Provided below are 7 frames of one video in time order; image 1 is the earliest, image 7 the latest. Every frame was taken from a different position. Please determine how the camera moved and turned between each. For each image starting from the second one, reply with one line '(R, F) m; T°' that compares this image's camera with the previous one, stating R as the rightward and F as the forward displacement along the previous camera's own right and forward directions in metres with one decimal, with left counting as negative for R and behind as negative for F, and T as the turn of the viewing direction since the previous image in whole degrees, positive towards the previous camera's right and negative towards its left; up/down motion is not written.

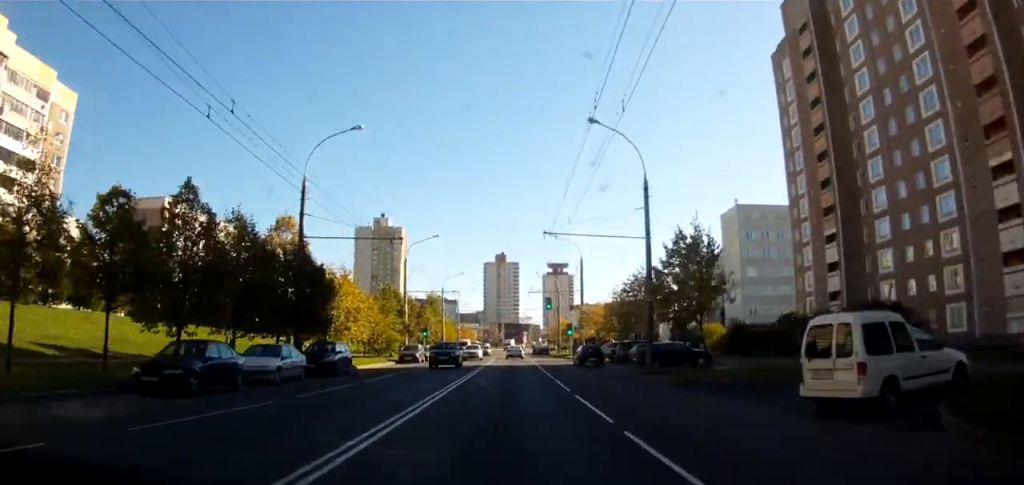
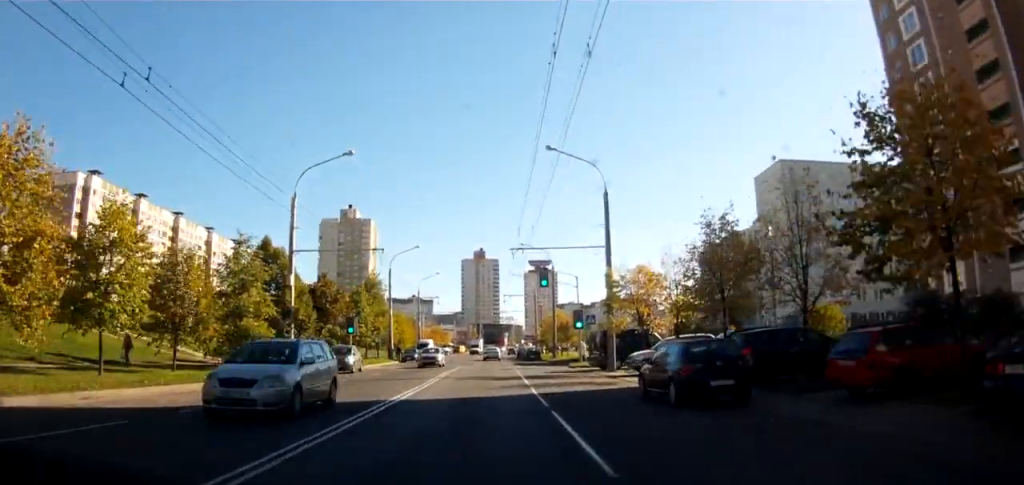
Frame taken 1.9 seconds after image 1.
(-0.5, +28.6) m; -2°
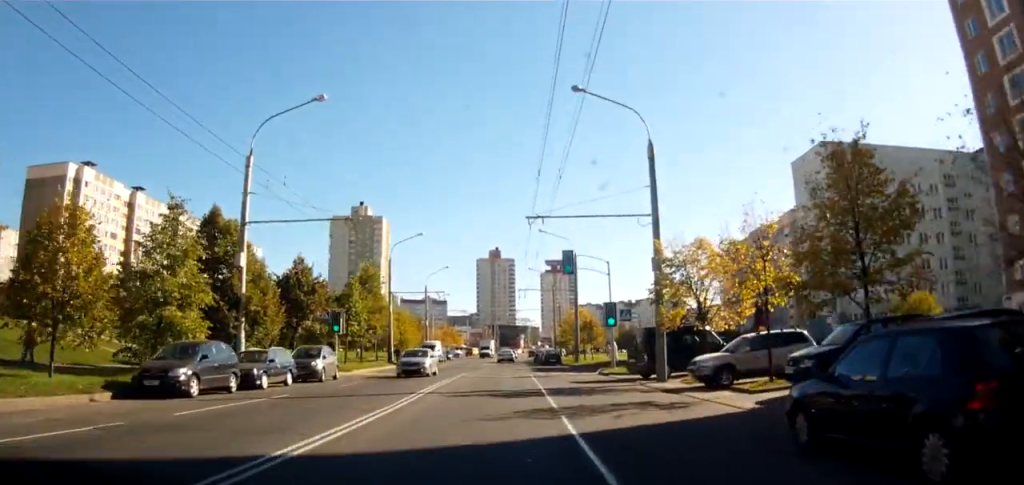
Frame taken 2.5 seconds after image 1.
(0.0, +8.4) m; 0°
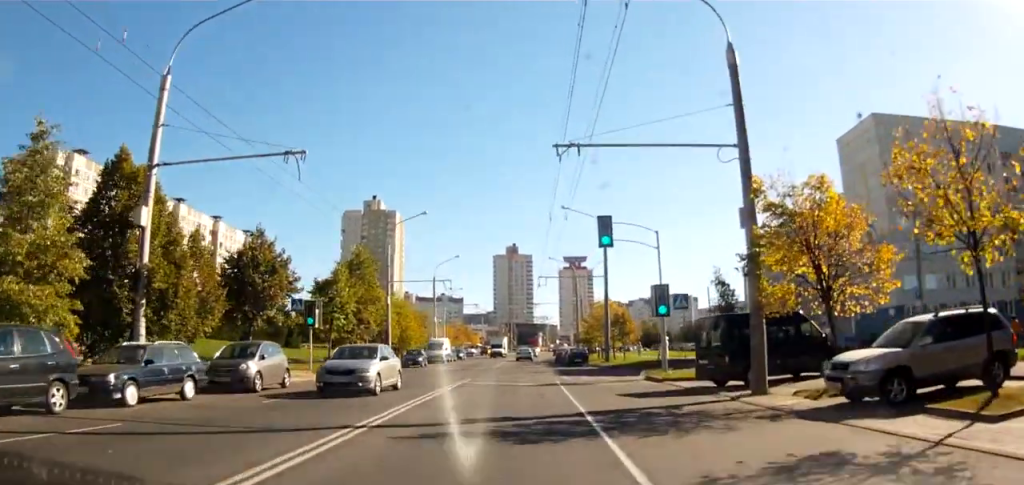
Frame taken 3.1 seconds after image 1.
(0.0, +9.0) m; 0°
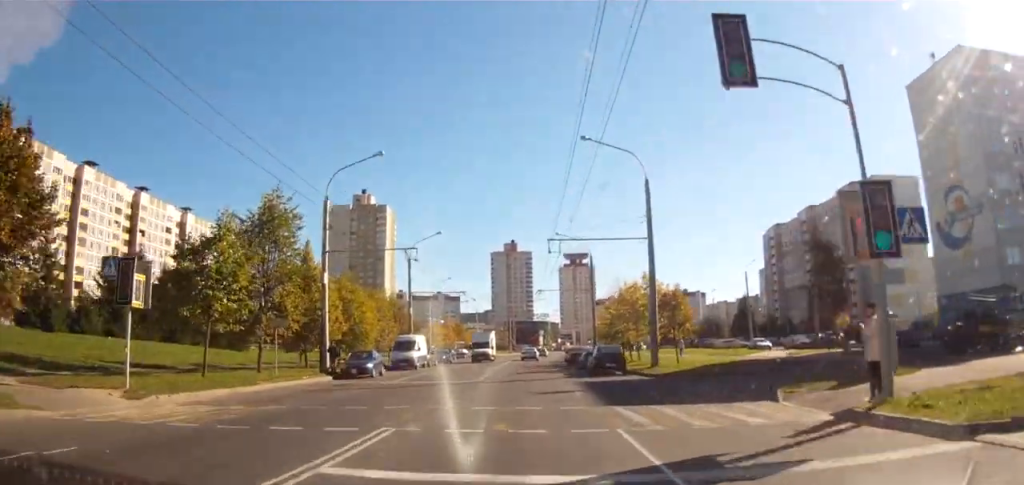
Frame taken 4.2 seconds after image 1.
(0.0, +17.2) m; 0°
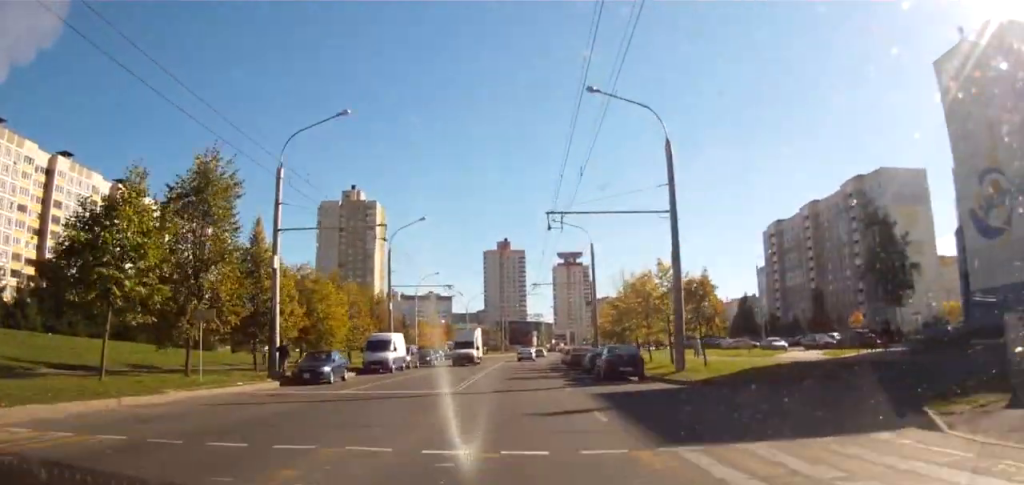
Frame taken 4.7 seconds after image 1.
(0.0, +6.5) m; 0°
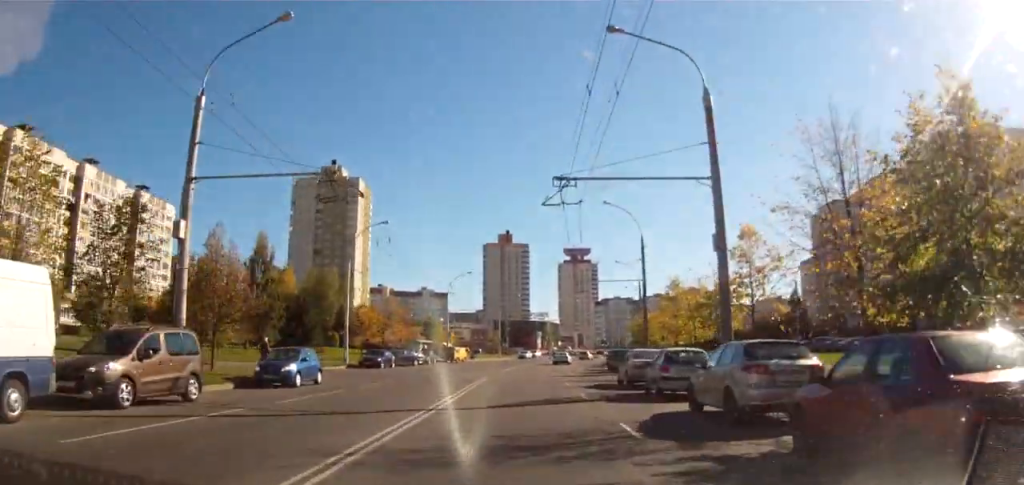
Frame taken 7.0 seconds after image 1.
(+0.9, +34.3) m; +4°
